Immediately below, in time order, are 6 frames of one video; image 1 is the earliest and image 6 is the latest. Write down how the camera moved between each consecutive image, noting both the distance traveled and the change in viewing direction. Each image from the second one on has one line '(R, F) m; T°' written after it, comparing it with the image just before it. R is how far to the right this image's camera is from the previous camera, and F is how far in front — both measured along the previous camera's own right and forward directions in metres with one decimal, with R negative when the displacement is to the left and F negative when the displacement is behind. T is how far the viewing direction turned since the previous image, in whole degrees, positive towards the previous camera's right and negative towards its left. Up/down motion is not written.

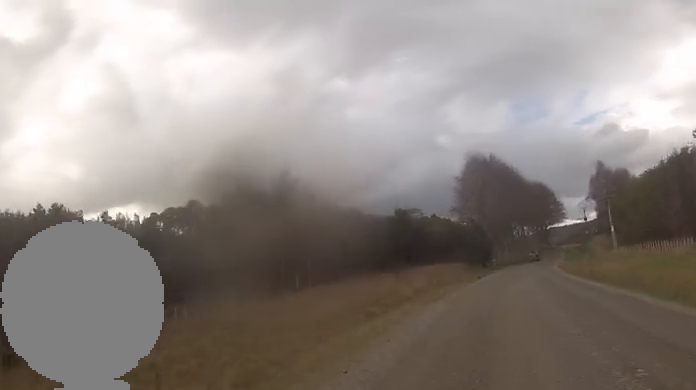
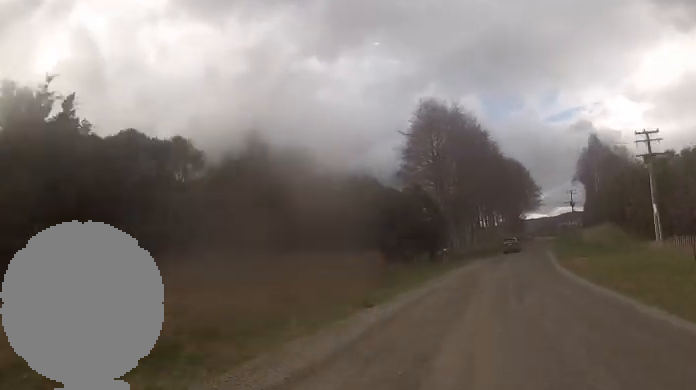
(0.0, +27.8) m; +1°
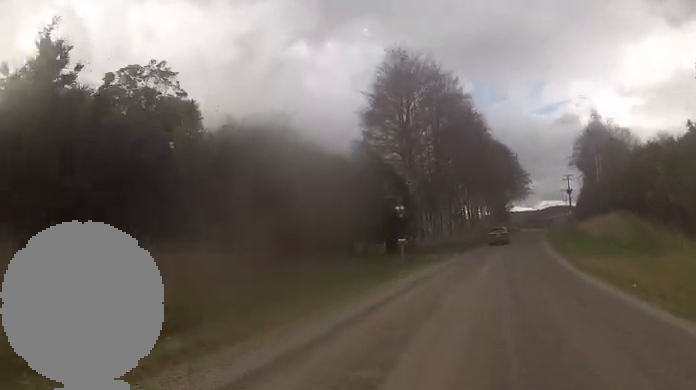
(-0.1, +13.8) m; +1°
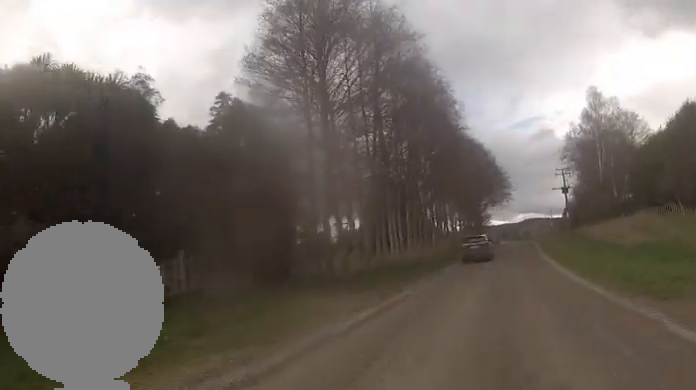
(+0.4, +22.4) m; +1°
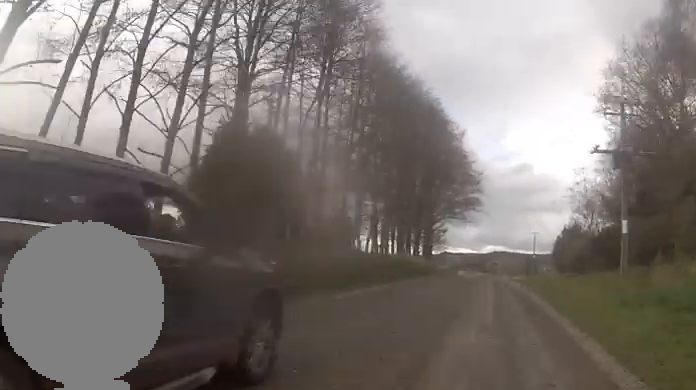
(+4.9, +51.1) m; +9°
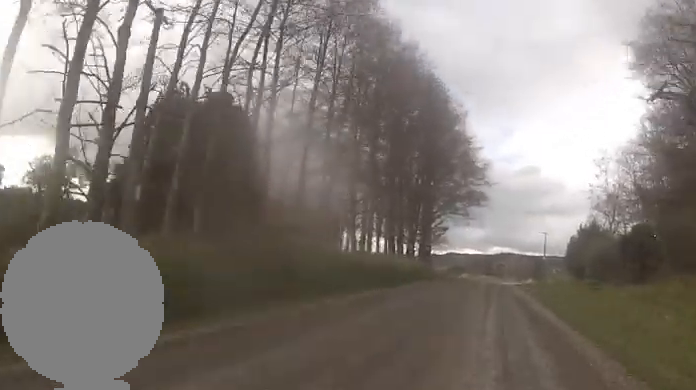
(-0.2, +11.1) m; 0°
